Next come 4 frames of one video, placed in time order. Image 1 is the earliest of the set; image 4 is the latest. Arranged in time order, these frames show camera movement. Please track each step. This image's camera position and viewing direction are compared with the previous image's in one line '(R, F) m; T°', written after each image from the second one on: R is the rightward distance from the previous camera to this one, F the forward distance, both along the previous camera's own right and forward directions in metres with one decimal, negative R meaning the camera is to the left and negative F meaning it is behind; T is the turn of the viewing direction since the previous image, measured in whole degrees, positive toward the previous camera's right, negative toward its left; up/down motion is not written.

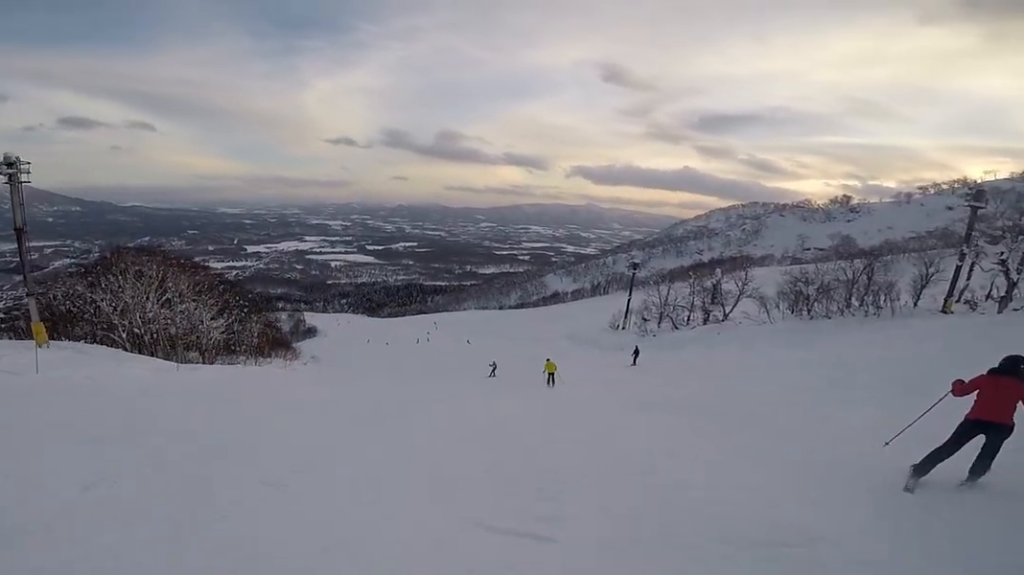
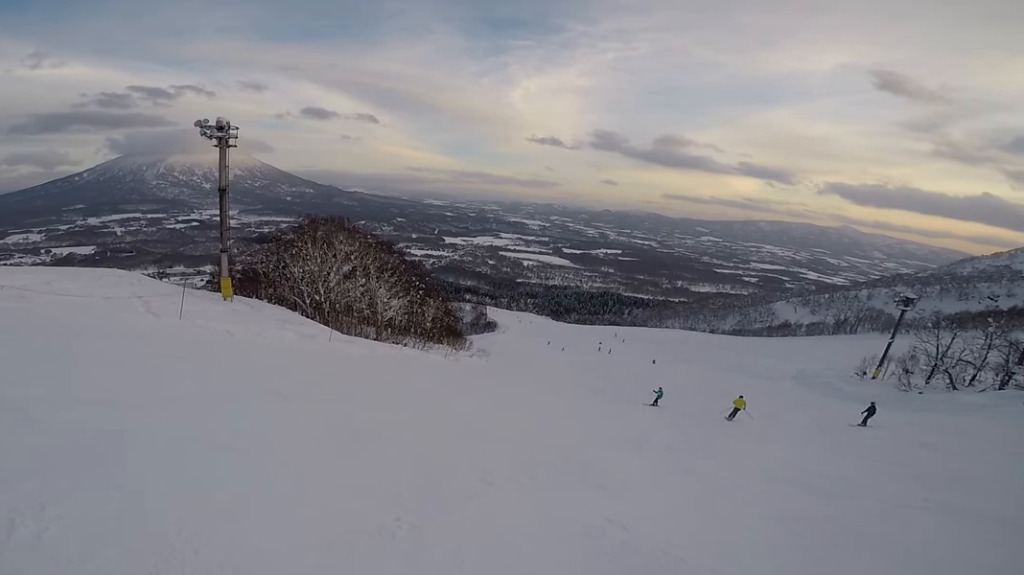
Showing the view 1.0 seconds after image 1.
(-1.6, +3.9) m; -31°
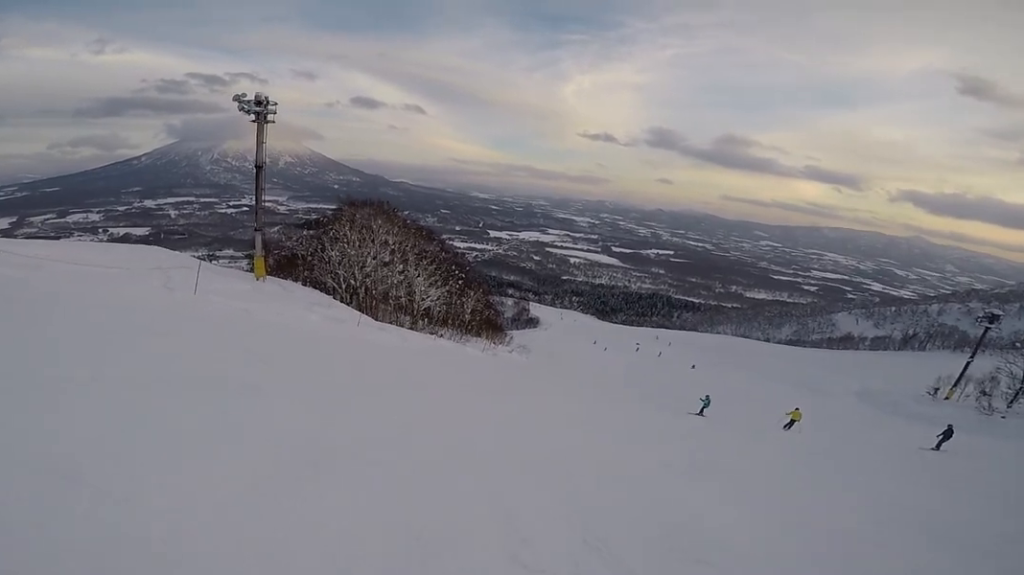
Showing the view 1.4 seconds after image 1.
(-0.3, +1.9) m; -10°
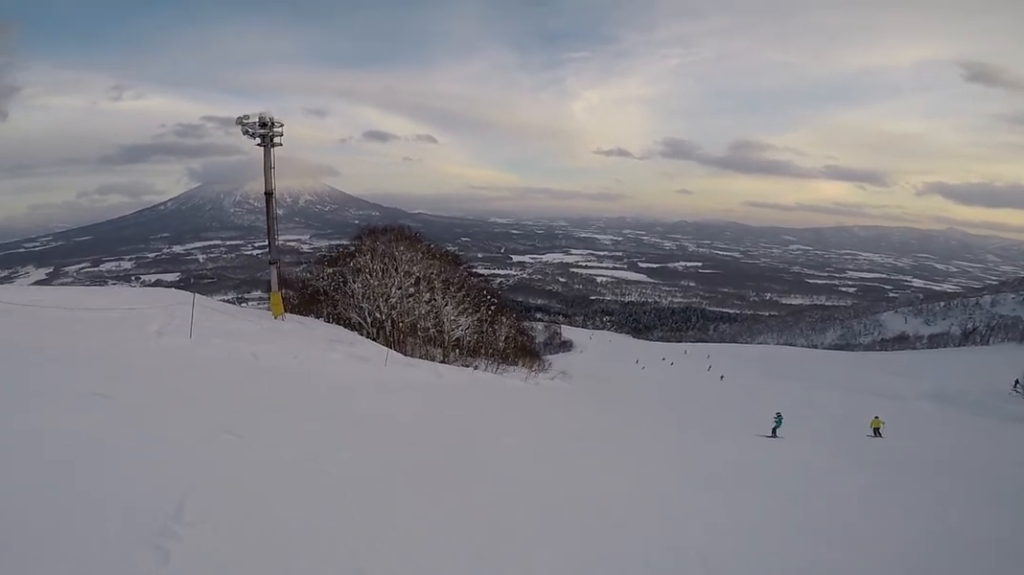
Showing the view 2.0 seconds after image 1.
(-0.1, +3.1) m; -13°
